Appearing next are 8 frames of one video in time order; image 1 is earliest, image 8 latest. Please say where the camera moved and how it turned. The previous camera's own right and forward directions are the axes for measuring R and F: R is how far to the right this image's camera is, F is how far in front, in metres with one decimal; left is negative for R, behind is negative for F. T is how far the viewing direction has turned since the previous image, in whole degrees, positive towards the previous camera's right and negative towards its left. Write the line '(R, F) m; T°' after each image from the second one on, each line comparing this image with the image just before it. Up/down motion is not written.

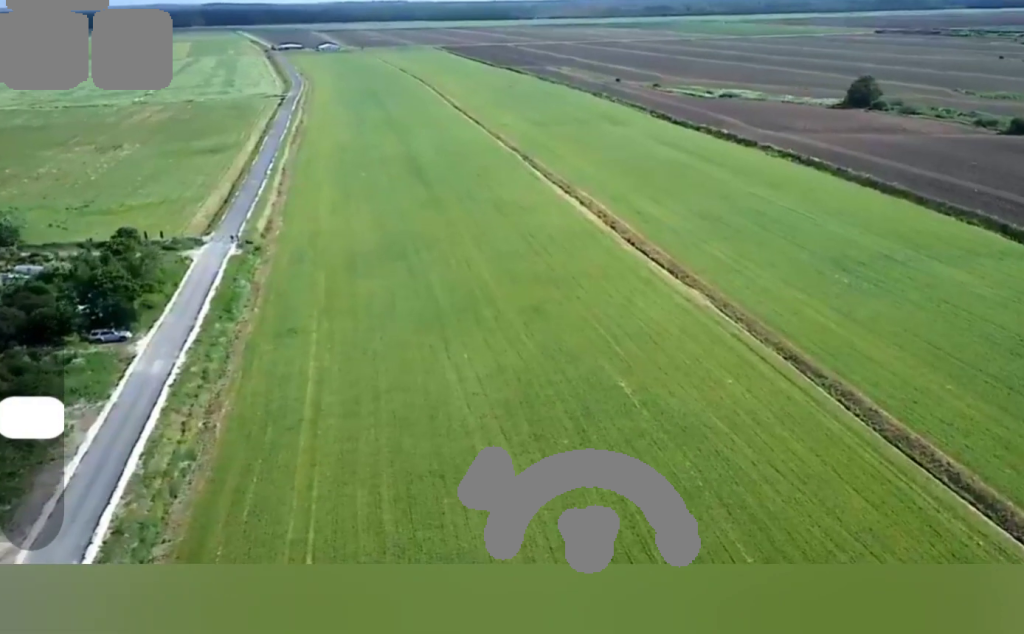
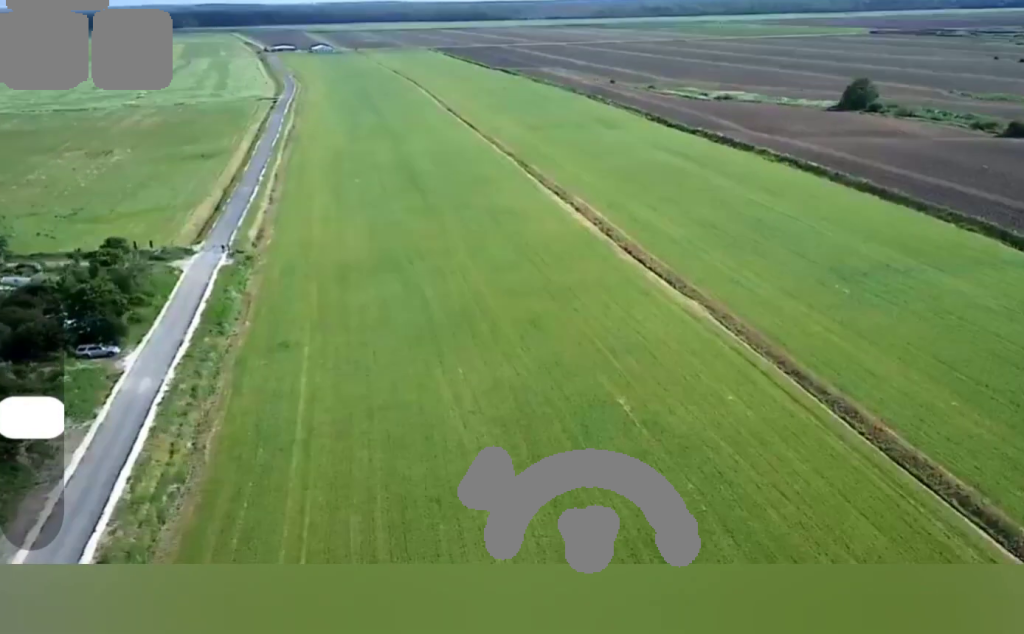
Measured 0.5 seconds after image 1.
(0.0, +4.0) m; 0°
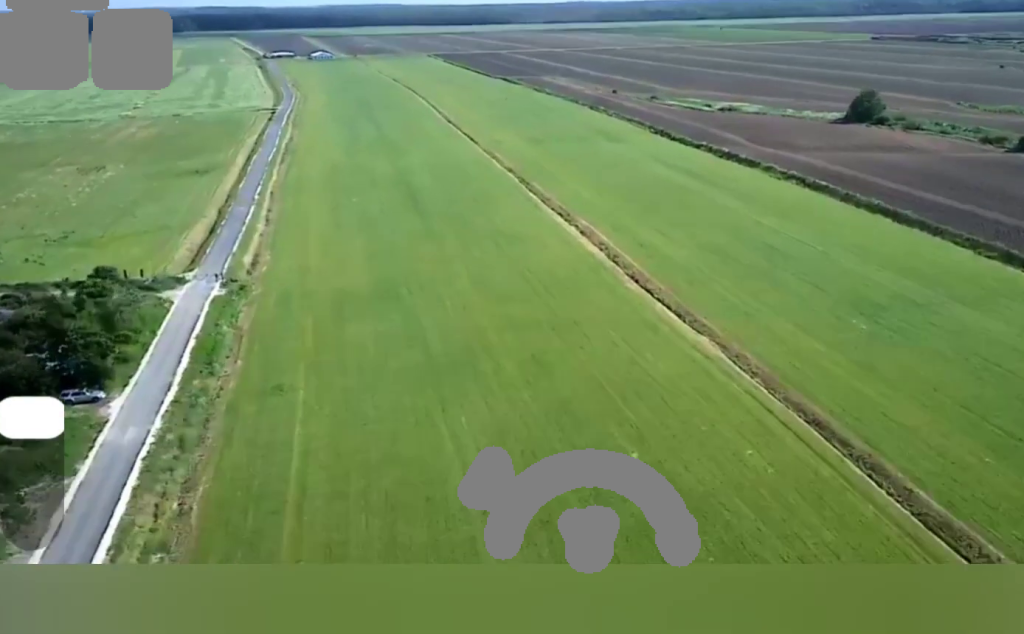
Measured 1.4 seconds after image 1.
(0.0, +7.3) m; +1°
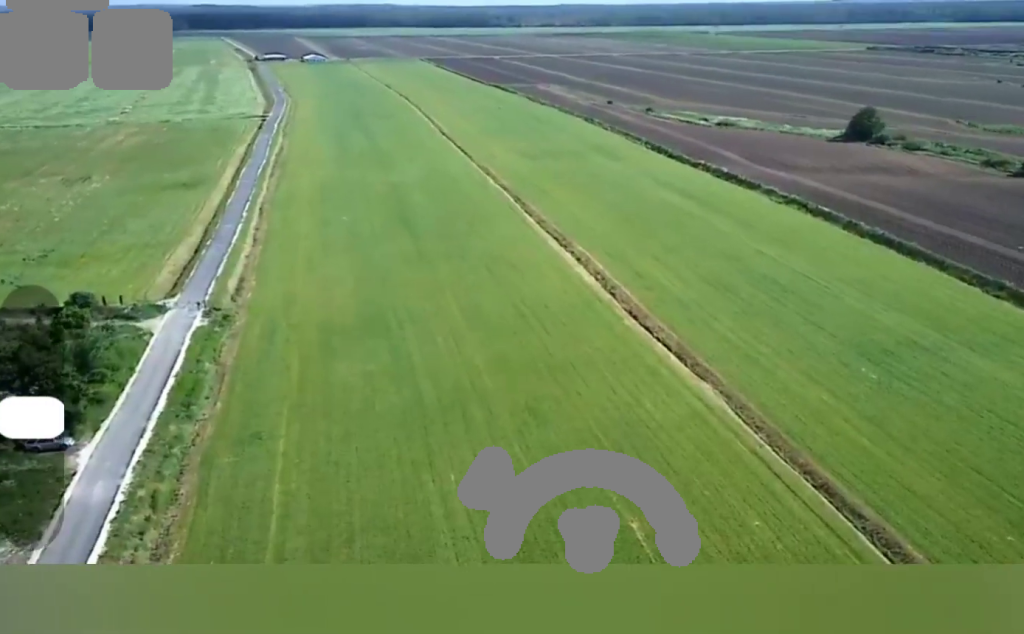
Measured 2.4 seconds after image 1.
(+0.1, +8.6) m; +1°
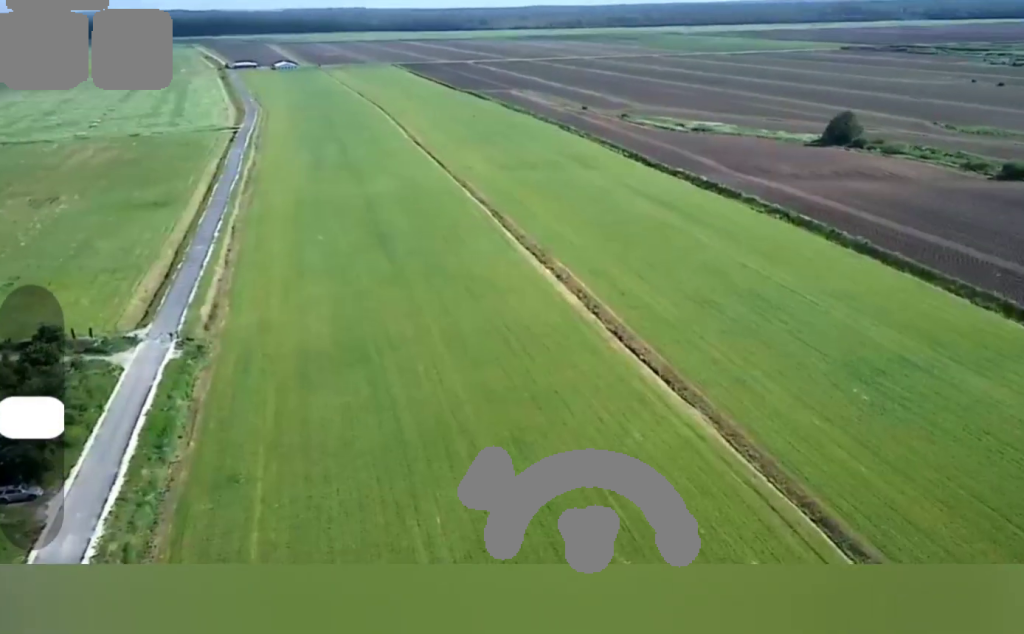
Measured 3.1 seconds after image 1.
(0.0, +5.5) m; +1°
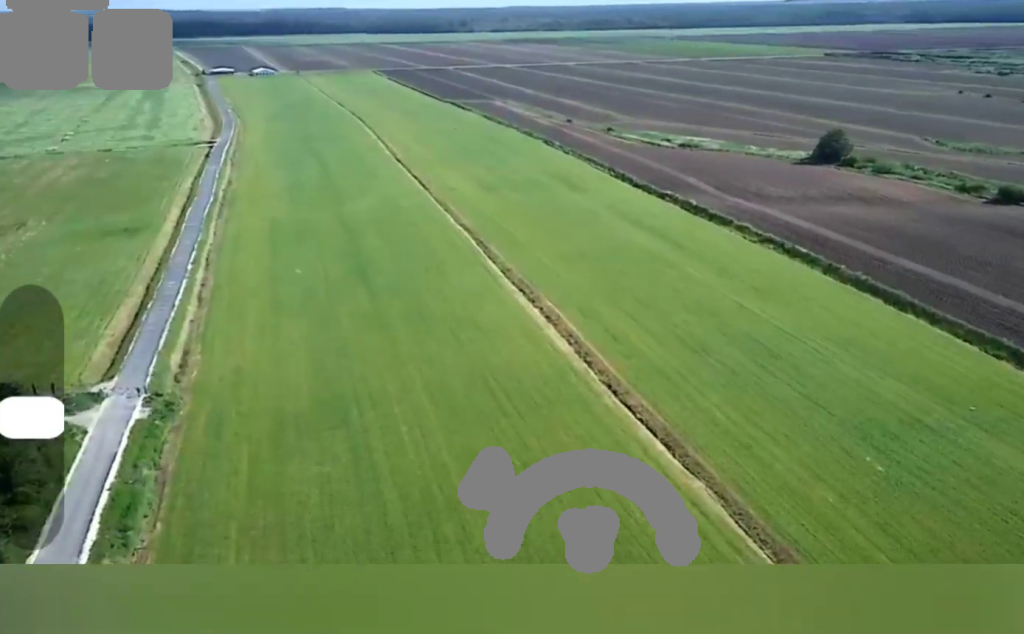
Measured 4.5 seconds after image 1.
(+0.2, +11.4) m; +5°
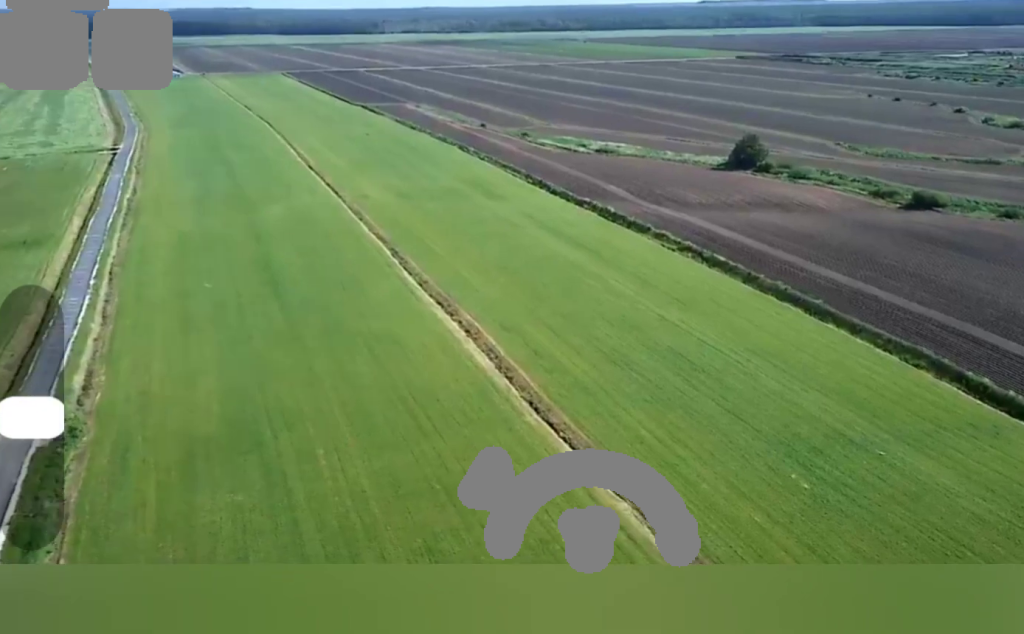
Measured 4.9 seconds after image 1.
(+0.1, +3.6) m; +1°
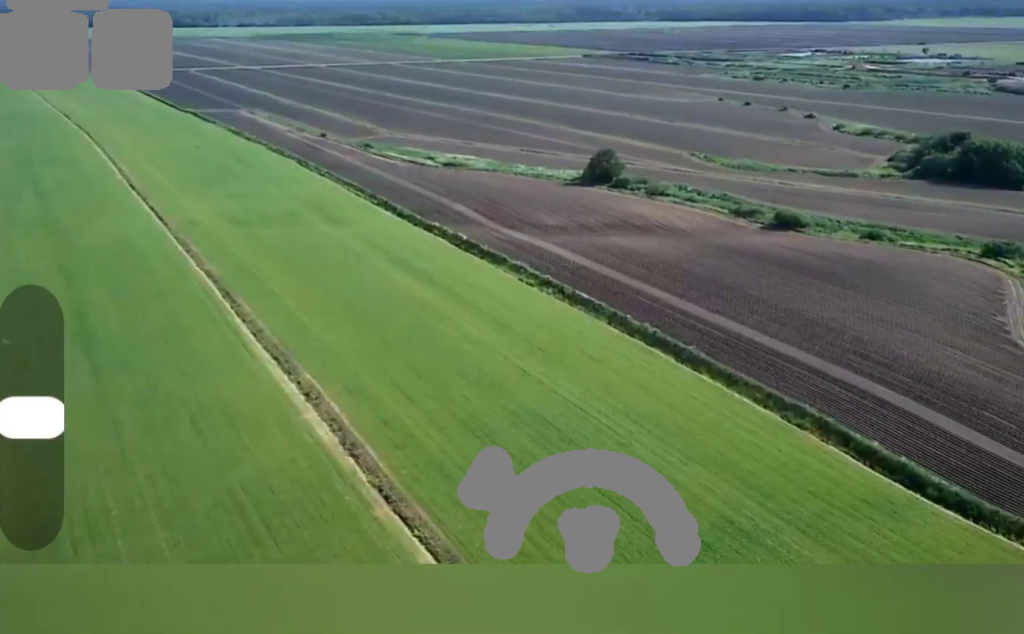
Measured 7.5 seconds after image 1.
(+1.1, +21.9) m; +8°
